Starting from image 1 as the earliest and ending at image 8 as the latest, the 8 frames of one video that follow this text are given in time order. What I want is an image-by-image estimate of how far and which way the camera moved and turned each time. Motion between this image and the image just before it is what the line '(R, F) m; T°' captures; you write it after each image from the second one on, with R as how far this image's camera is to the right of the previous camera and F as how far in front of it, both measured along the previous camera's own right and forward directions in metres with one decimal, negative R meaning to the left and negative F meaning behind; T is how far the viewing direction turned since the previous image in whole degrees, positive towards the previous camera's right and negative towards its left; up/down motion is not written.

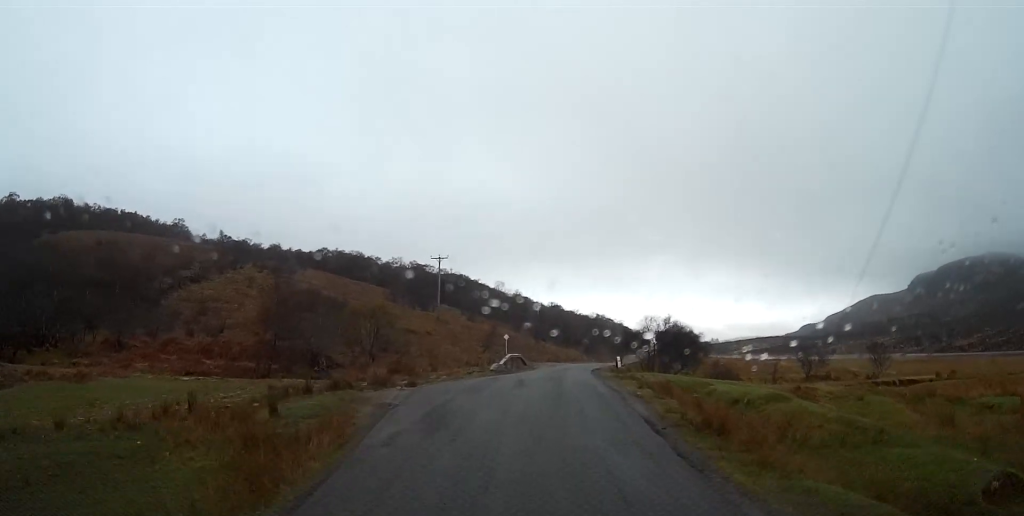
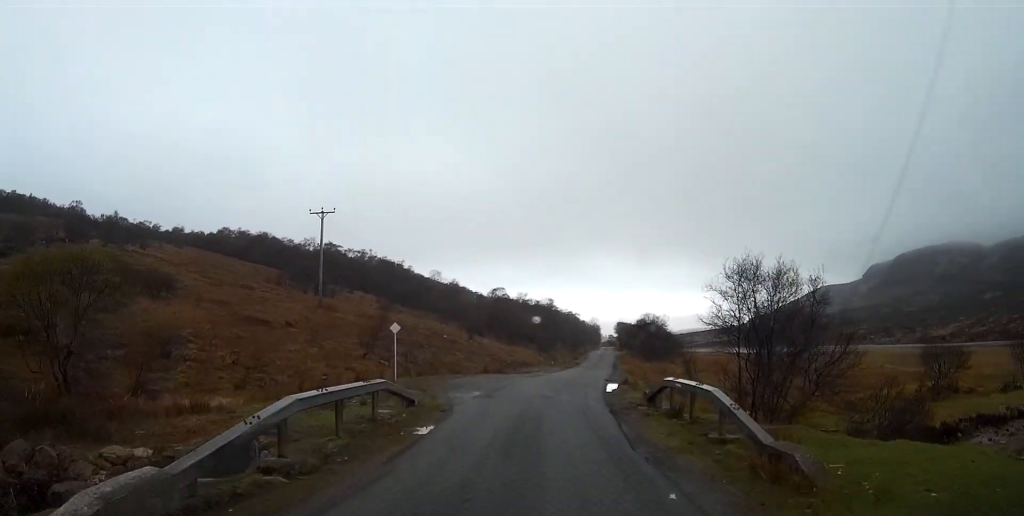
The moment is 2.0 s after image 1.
(+0.6, +29.7) m; +3°
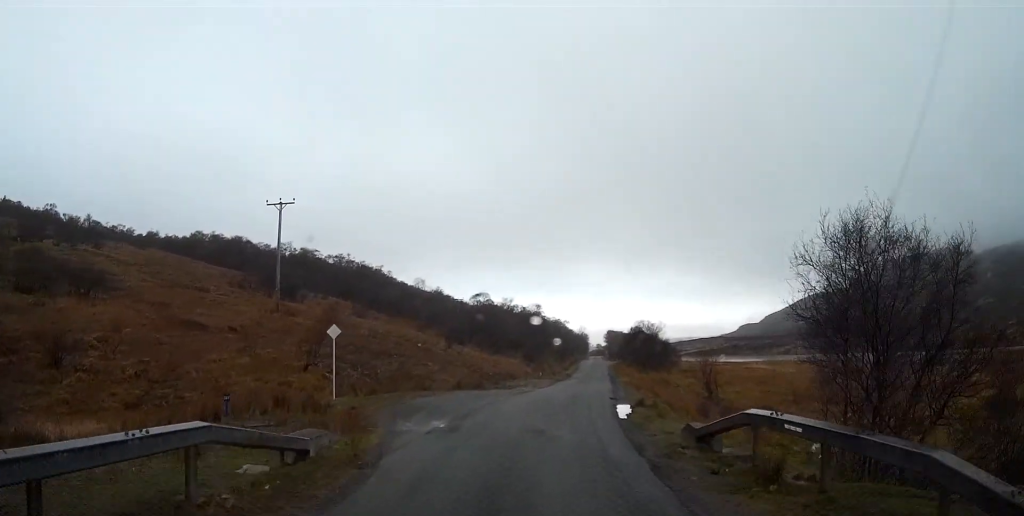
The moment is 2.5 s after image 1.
(0.0, +7.2) m; +1°
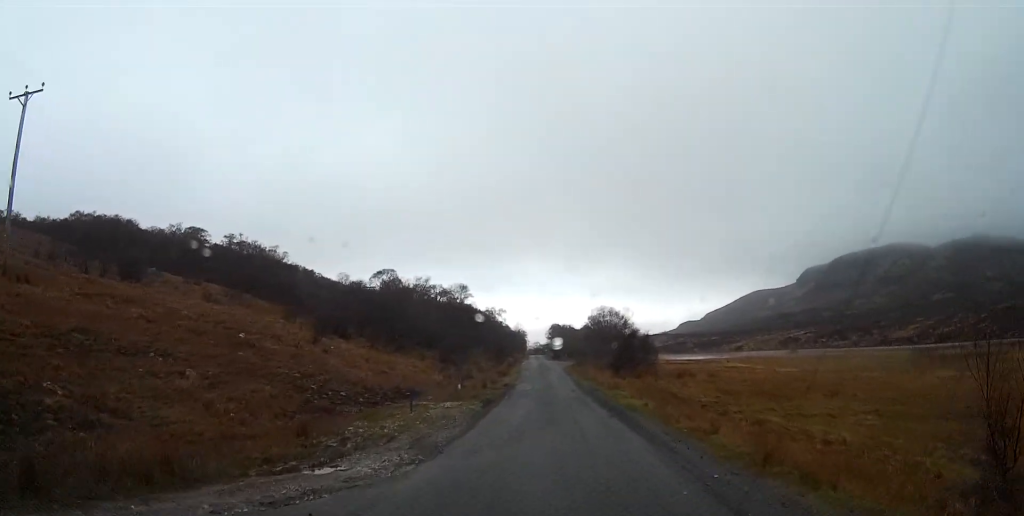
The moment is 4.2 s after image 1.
(+1.0, +24.1) m; +4°
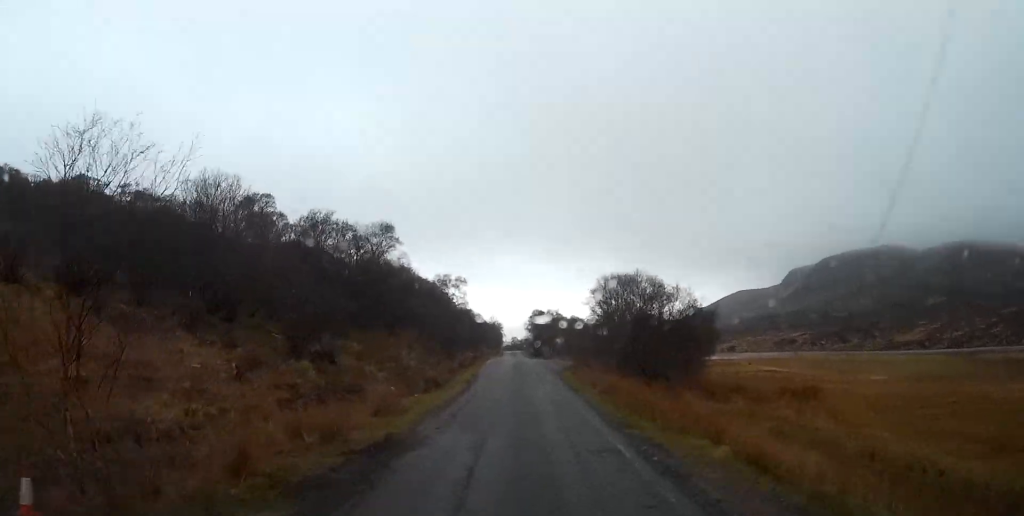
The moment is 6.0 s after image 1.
(+0.9, +27.2) m; +3°
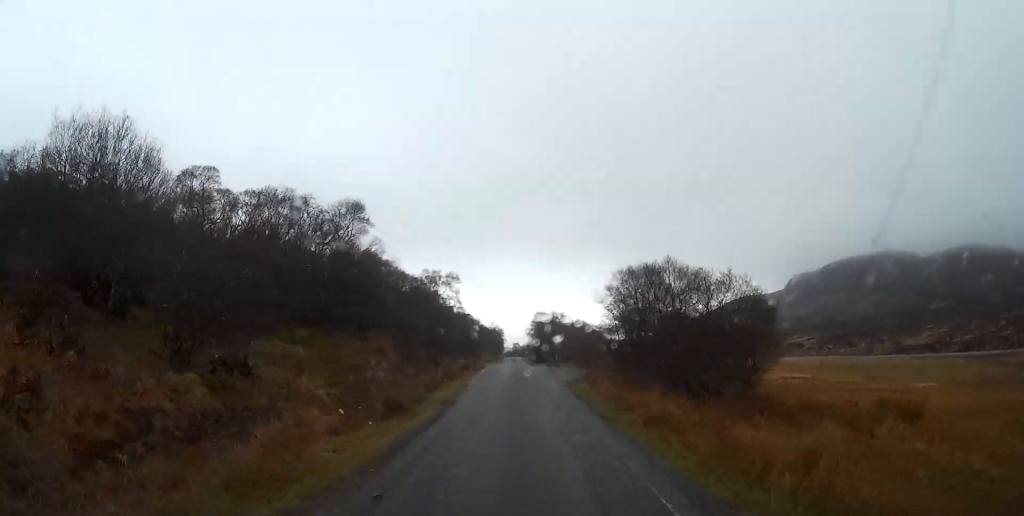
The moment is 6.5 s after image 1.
(0.0, +7.7) m; 0°
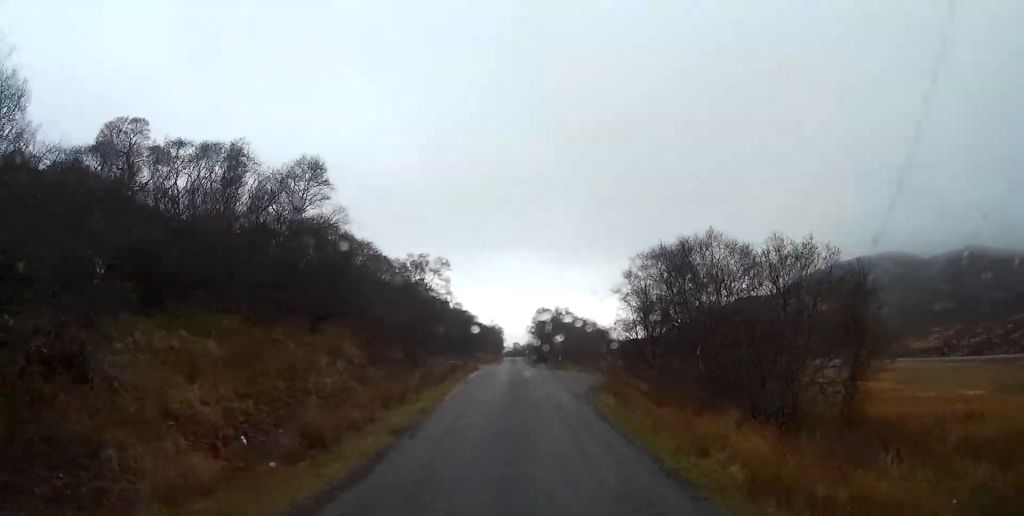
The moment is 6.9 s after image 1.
(0.0, +6.8) m; 0°
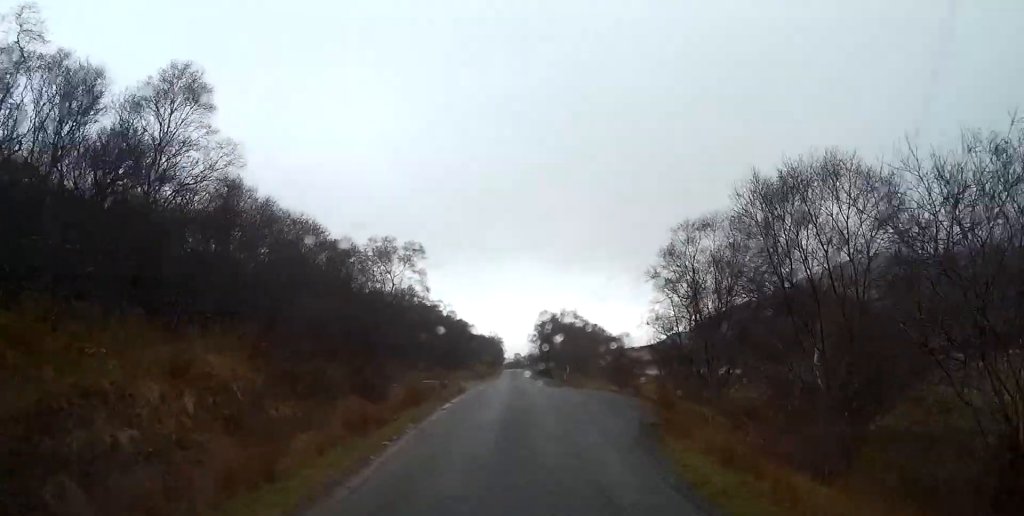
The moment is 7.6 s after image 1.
(0.0, +9.9) m; 0°
